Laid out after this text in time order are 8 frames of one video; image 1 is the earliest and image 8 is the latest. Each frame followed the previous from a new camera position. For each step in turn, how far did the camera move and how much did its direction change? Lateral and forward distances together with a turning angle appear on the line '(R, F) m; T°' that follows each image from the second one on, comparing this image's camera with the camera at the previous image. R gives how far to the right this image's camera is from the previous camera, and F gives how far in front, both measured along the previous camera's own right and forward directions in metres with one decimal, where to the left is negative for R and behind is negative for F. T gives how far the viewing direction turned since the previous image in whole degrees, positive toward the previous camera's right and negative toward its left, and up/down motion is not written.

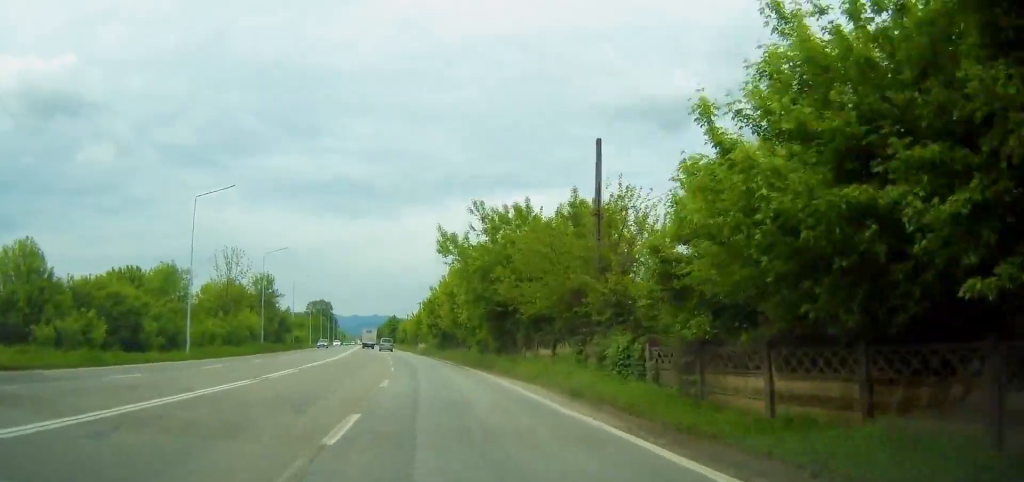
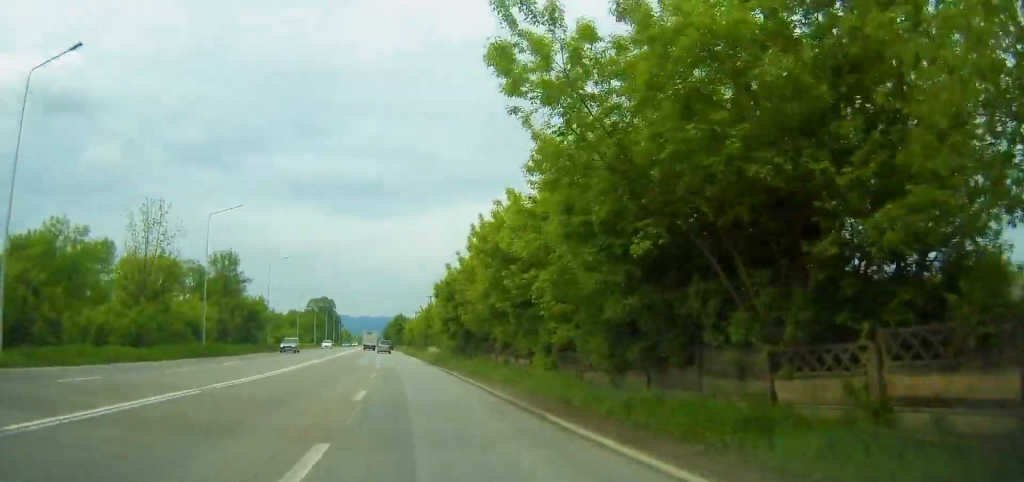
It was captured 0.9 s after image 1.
(+0.1, +20.8) m; -2°
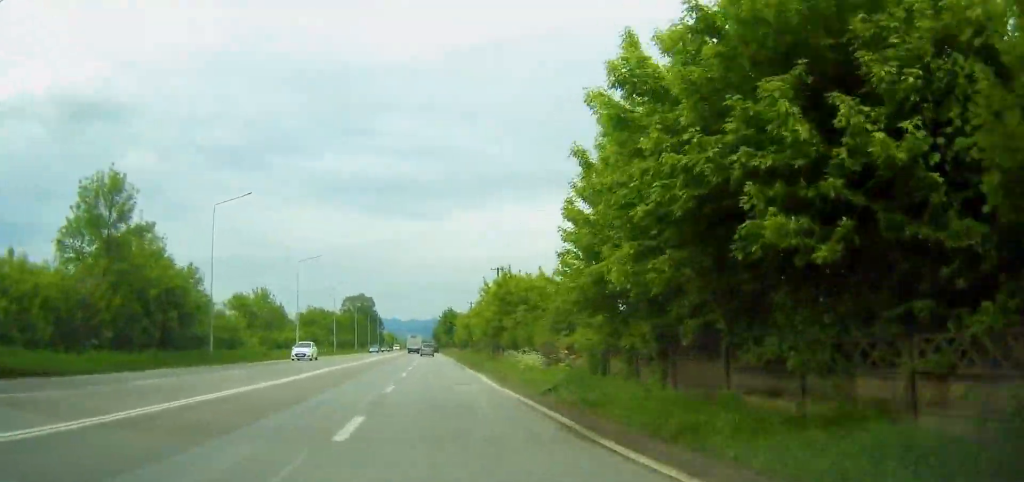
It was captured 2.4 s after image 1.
(-1.0, +32.7) m; -2°
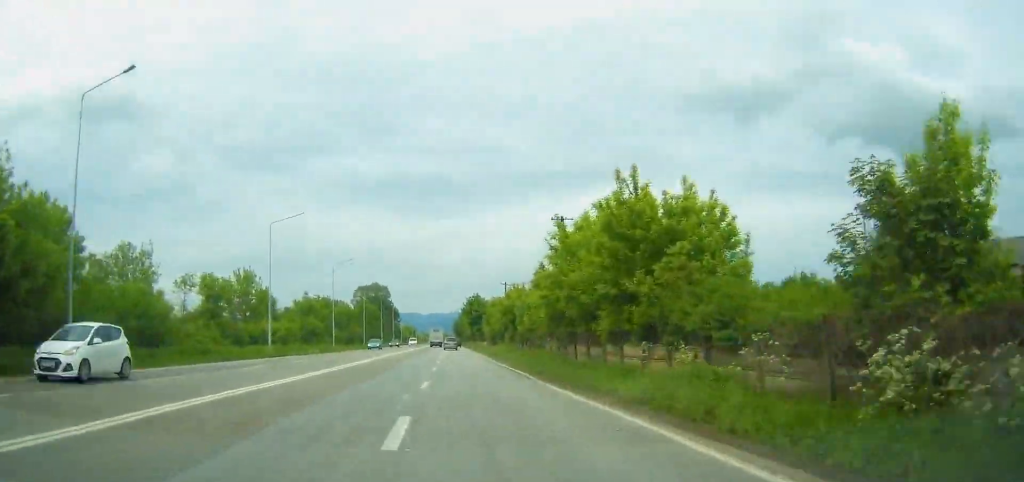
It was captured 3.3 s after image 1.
(-0.6, +19.3) m; -1°
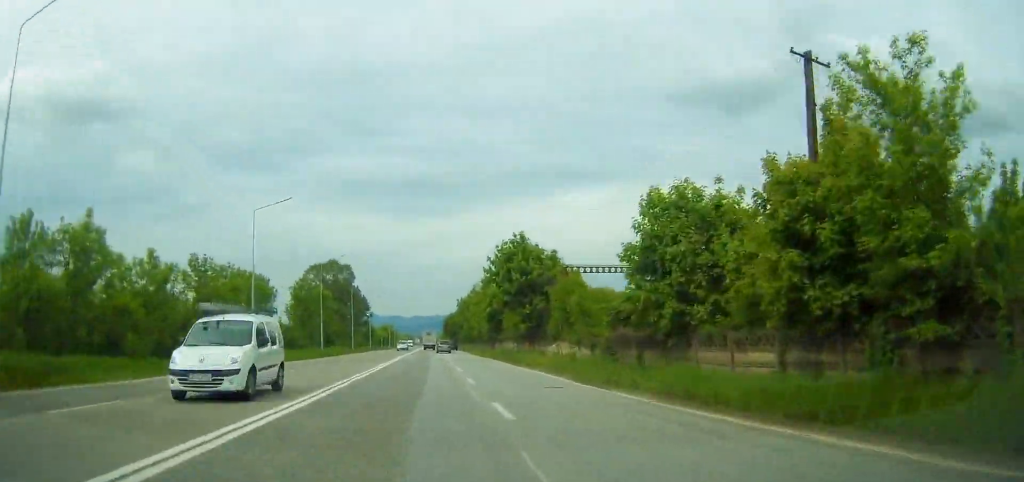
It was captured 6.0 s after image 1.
(+0.4, +59.8) m; 0°
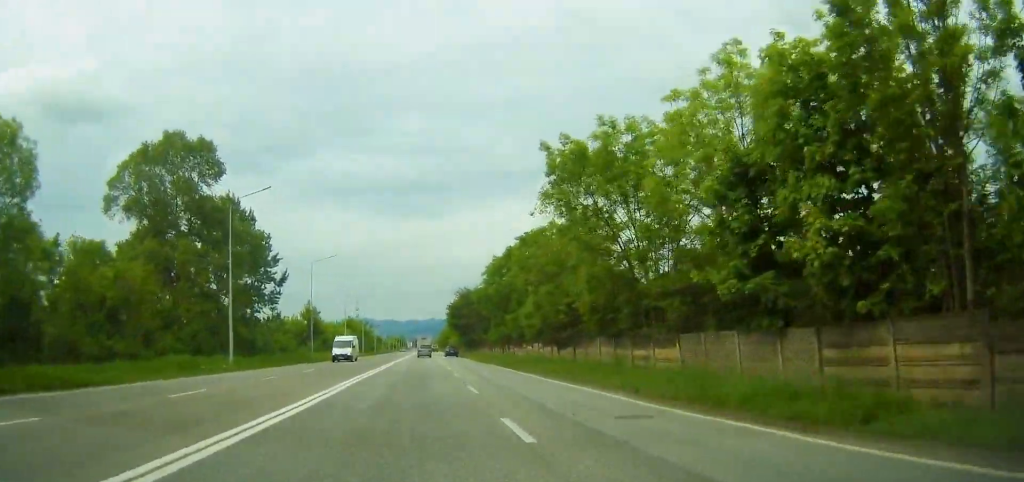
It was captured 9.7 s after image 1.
(-3.5, +82.6) m; +4°
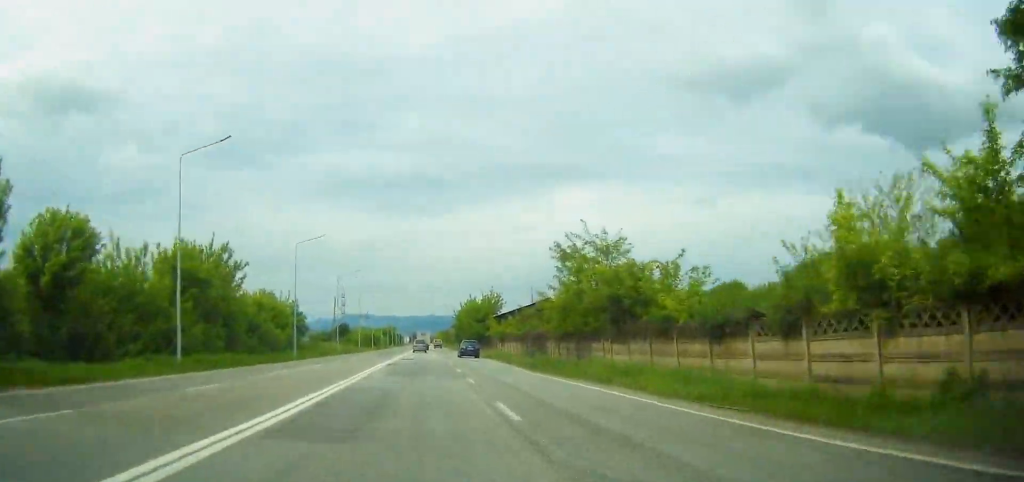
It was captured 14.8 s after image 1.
(-0.5, +118.1) m; -4°
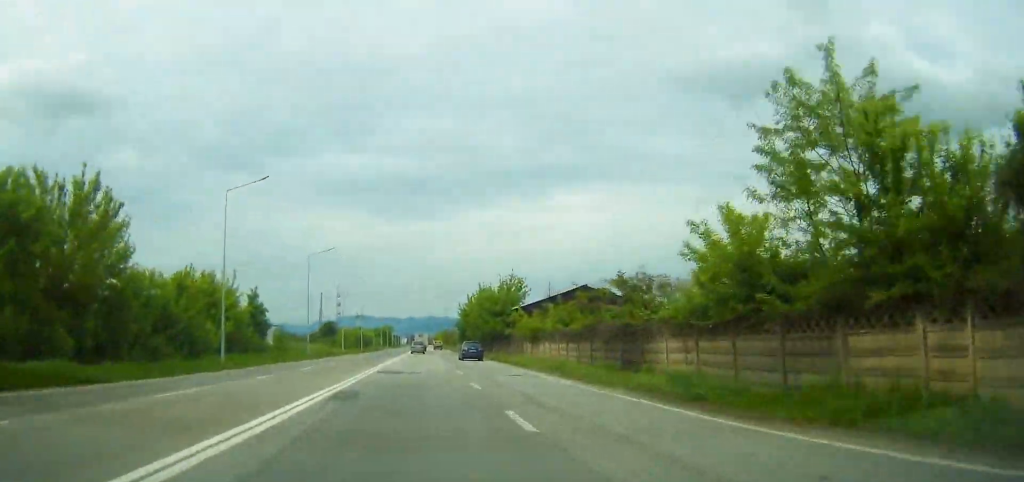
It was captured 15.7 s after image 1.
(+0.3, +20.6) m; +1°
